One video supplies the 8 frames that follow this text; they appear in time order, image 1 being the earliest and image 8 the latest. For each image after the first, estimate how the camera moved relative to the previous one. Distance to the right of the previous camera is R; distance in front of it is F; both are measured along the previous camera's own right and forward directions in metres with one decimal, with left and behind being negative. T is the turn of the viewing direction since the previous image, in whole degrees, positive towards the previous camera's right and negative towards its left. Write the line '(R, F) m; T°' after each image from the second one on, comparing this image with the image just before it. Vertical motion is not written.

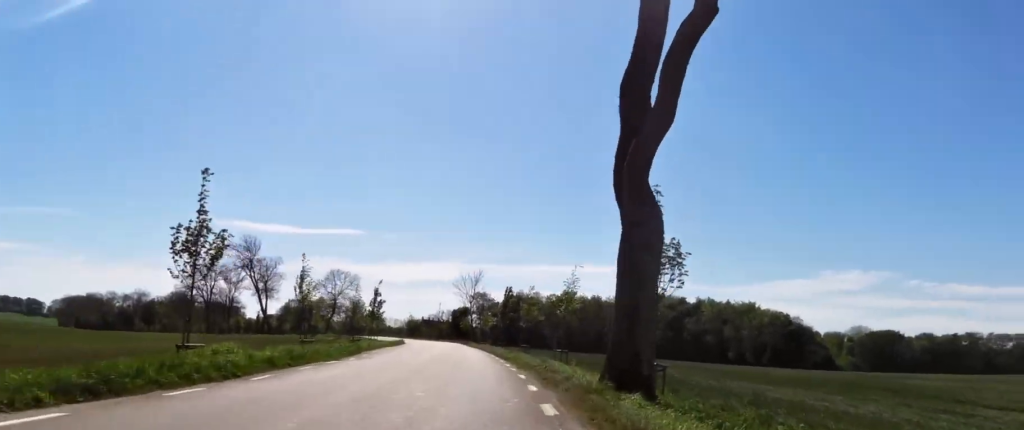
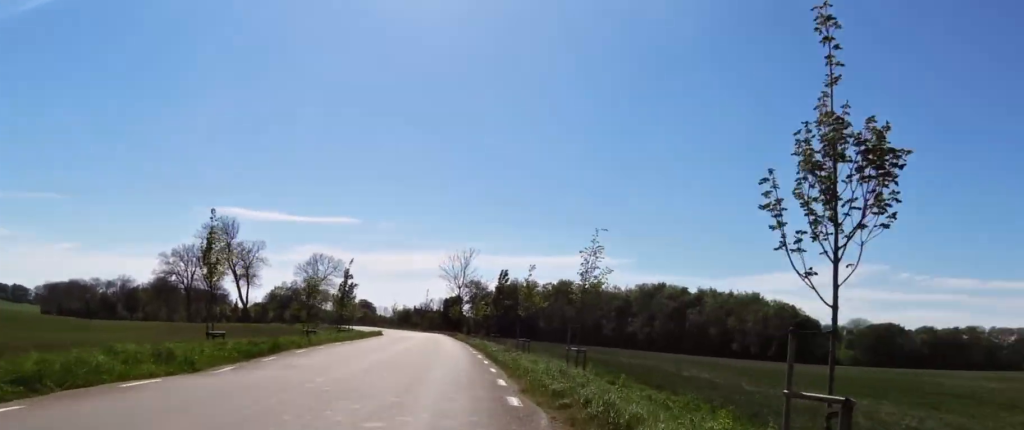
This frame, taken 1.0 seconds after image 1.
(+1.2, +8.8) m; 0°
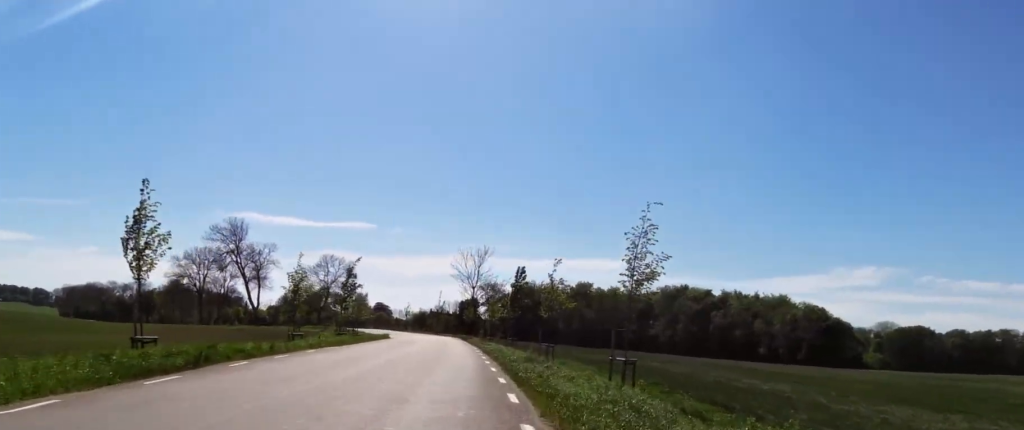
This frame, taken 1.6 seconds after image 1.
(-1.0, +5.2) m; -2°
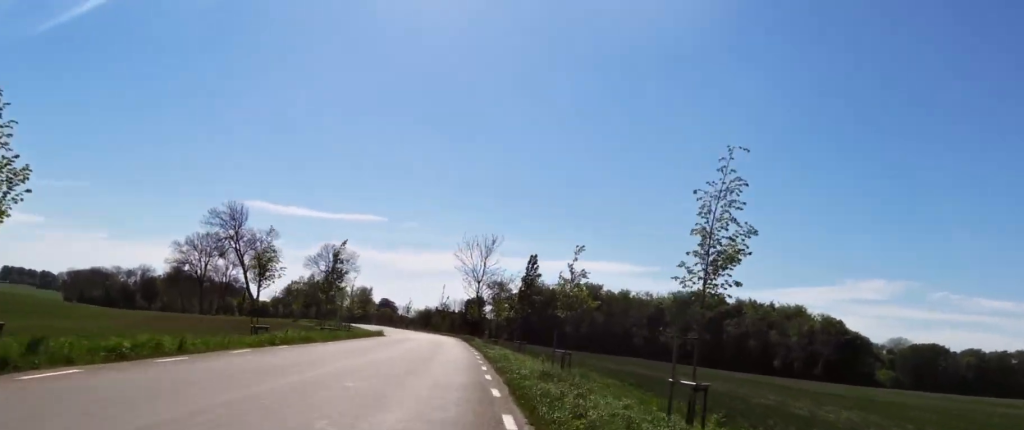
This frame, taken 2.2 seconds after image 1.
(0.0, +5.1) m; +2°
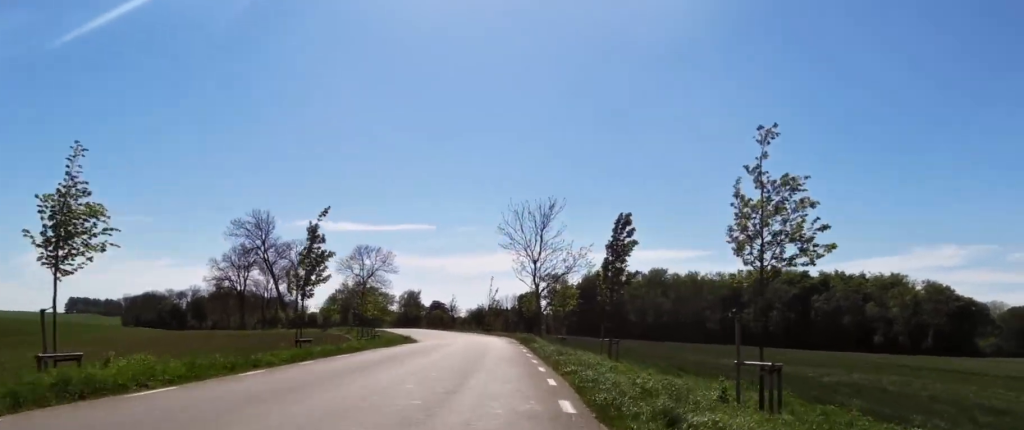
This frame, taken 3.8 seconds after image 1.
(+1.3, +13.5) m; -3°
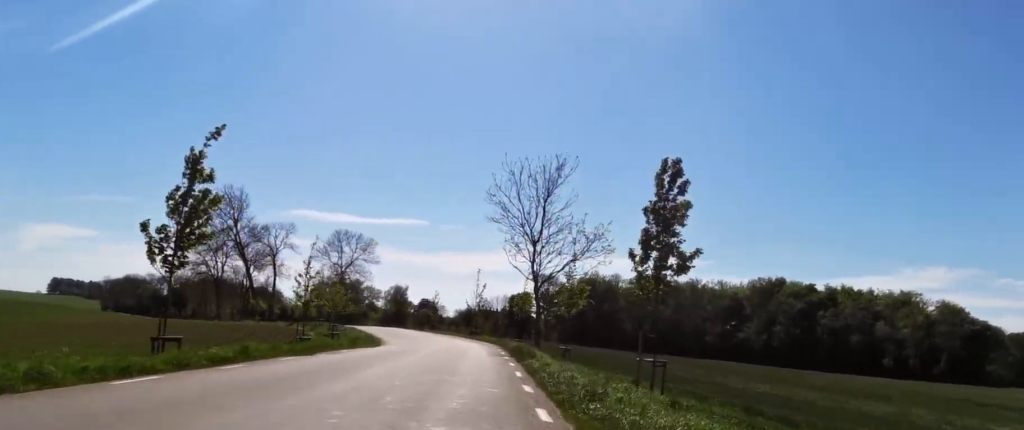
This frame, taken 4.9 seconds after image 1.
(-1.2, +8.7) m; 0°
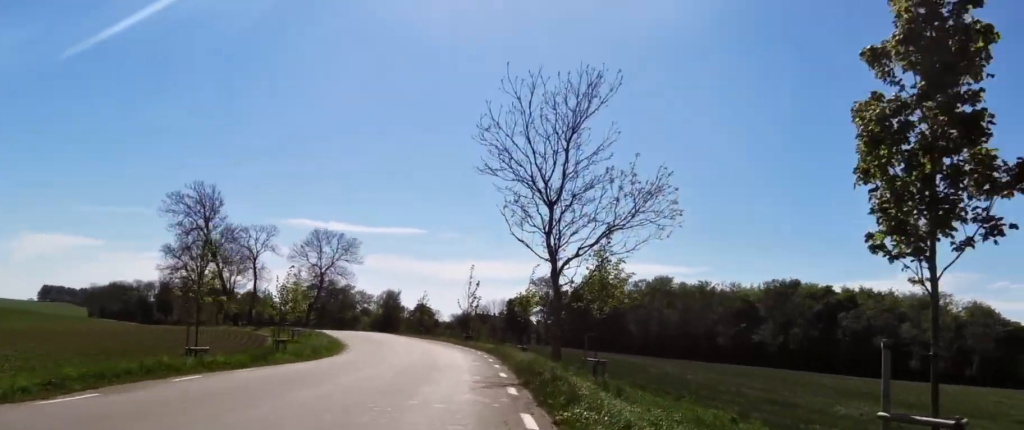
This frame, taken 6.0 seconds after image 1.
(+0.9, +9.8) m; -2°
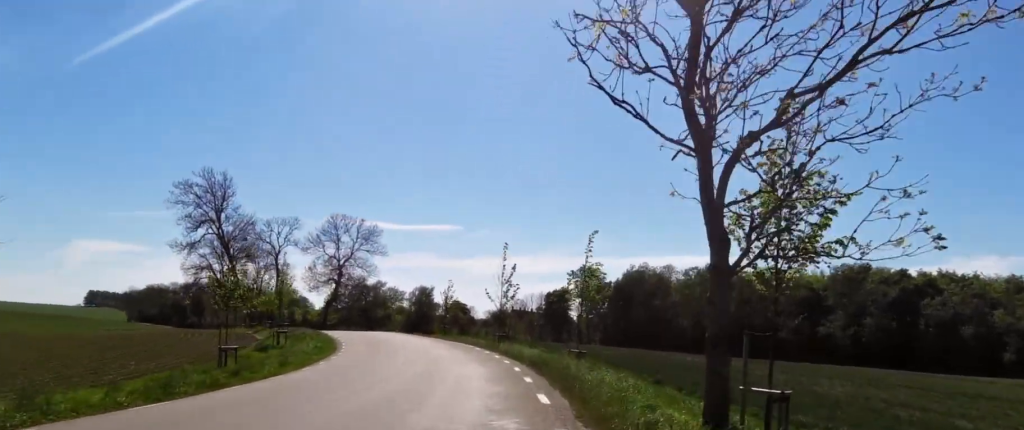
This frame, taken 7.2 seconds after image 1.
(-1.2, +10.4) m; -3°
